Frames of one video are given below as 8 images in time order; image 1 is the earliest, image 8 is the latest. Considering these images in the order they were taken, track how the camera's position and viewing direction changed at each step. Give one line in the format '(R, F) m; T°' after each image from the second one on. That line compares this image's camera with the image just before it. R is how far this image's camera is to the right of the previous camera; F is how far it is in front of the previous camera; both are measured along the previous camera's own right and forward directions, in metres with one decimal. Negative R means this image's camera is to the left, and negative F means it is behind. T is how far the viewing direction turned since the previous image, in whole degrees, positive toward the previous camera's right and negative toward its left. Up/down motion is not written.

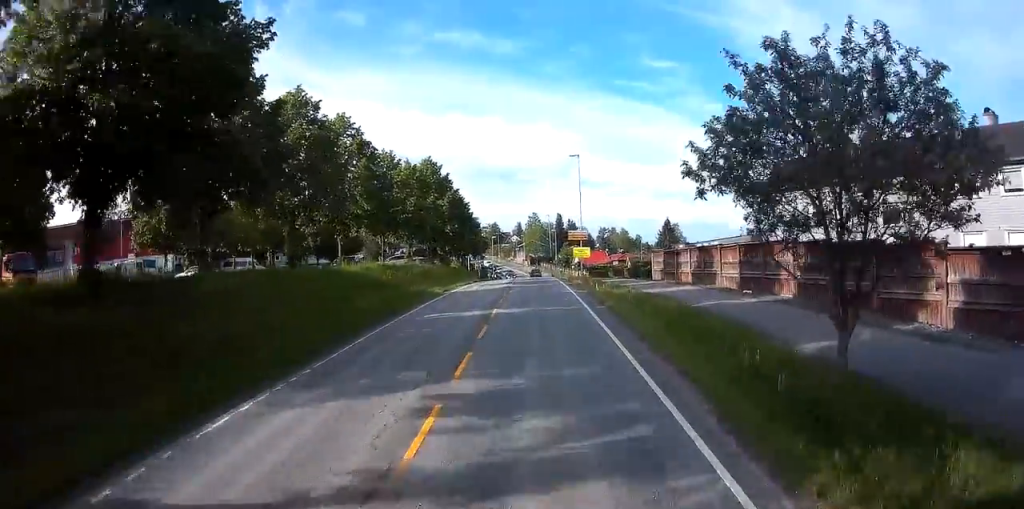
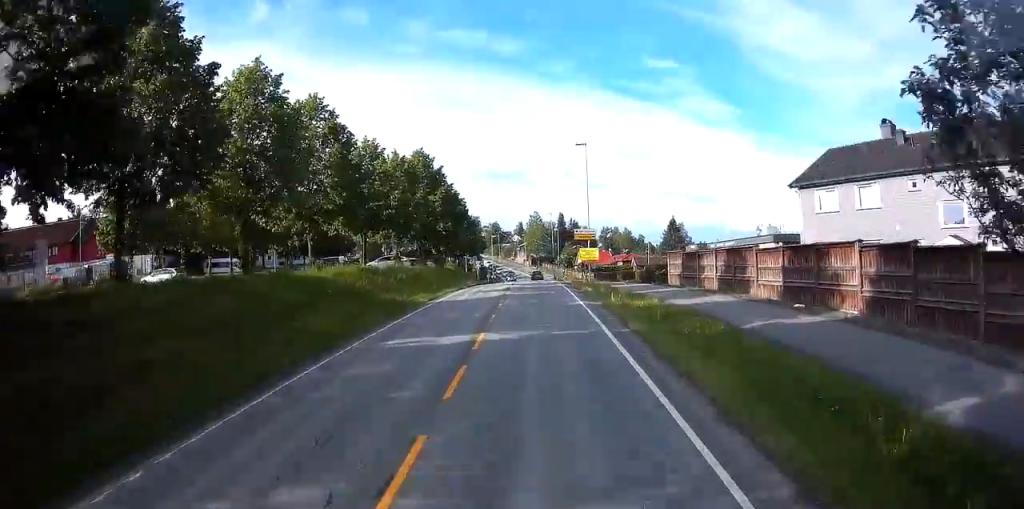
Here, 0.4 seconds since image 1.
(0.0, +5.3) m; 0°
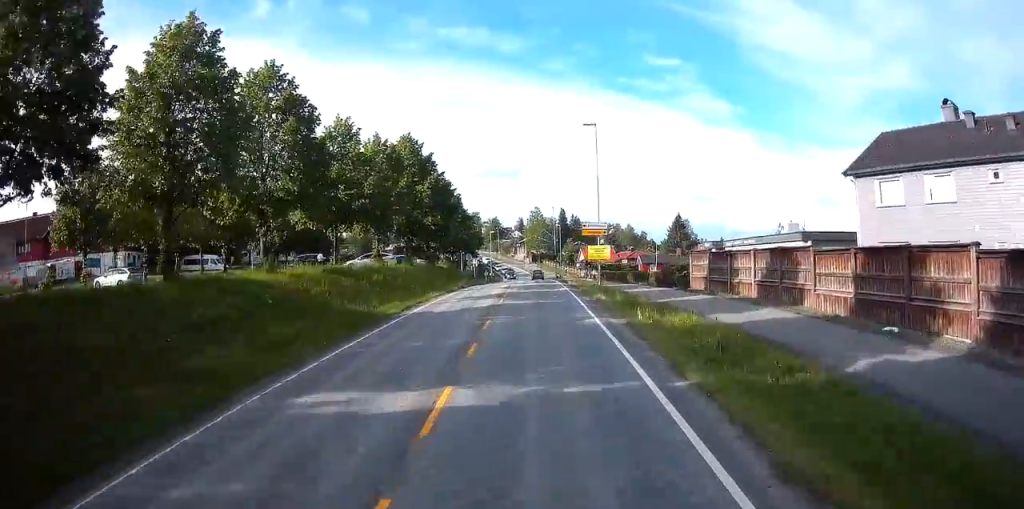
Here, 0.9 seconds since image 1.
(0.0, +6.0) m; 0°
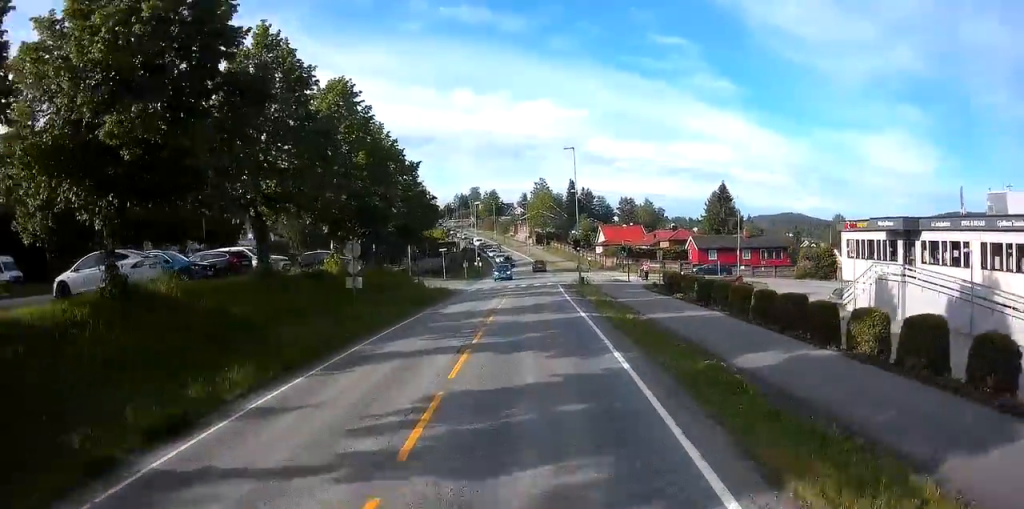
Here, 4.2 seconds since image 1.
(-0.1, +36.1) m; 0°
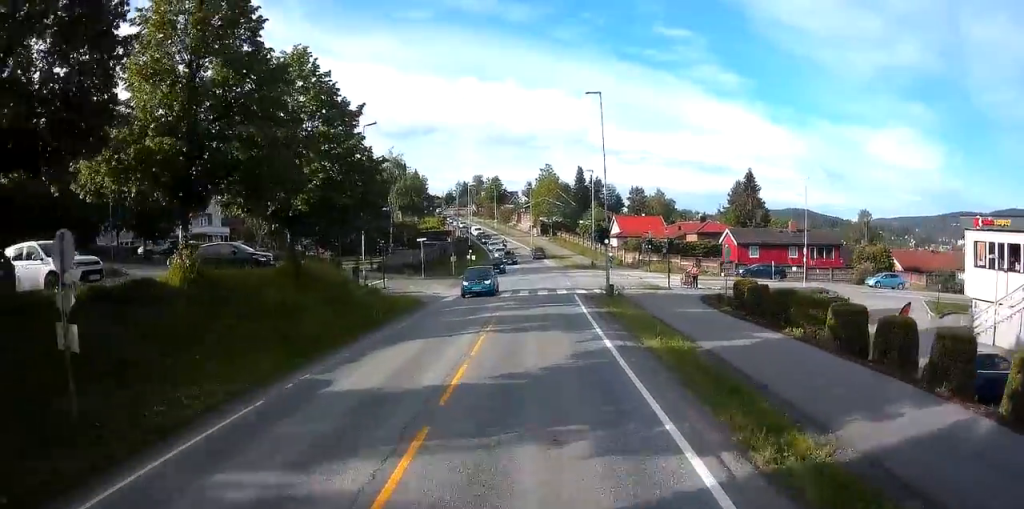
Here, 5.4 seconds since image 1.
(-0.1, +13.5) m; -1°
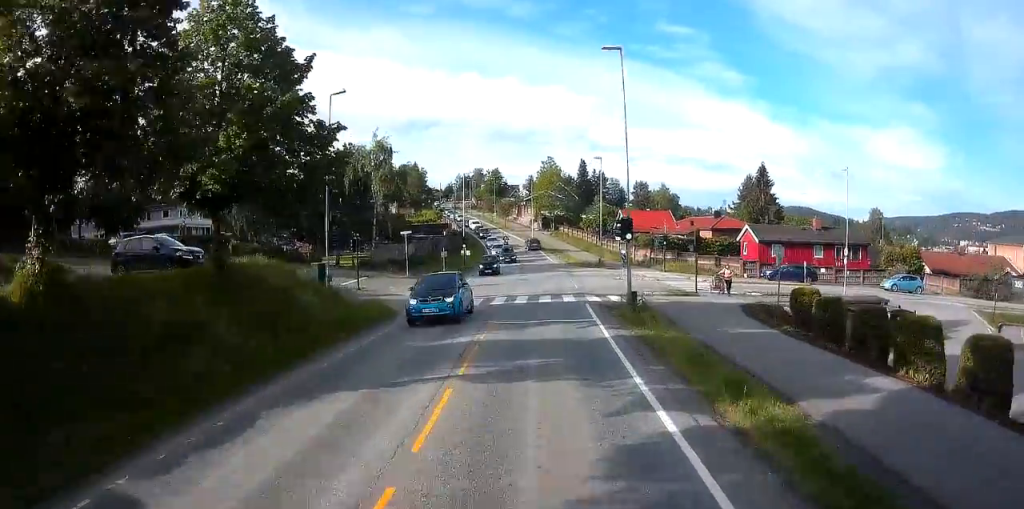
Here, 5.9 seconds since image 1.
(0.0, +5.9) m; 0°
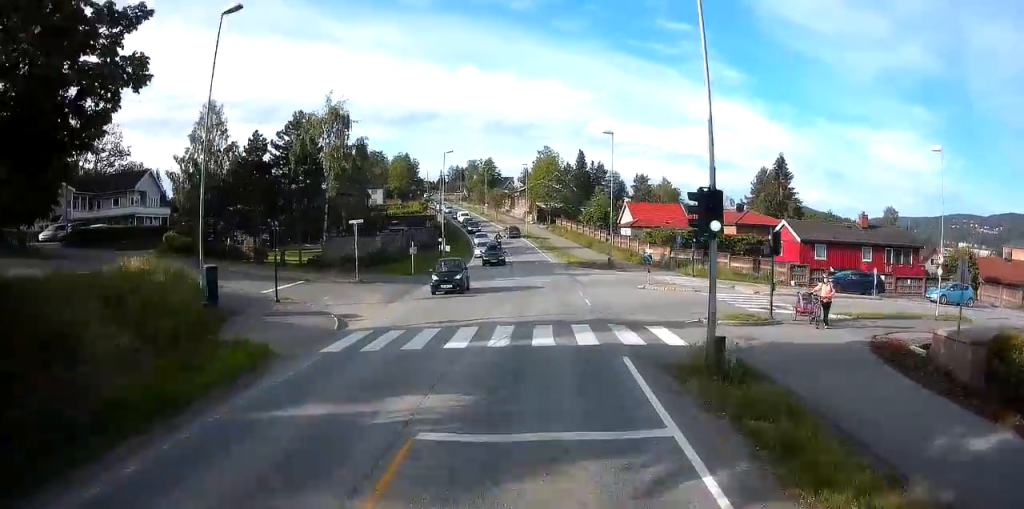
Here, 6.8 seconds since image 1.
(0.0, +10.3) m; 0°
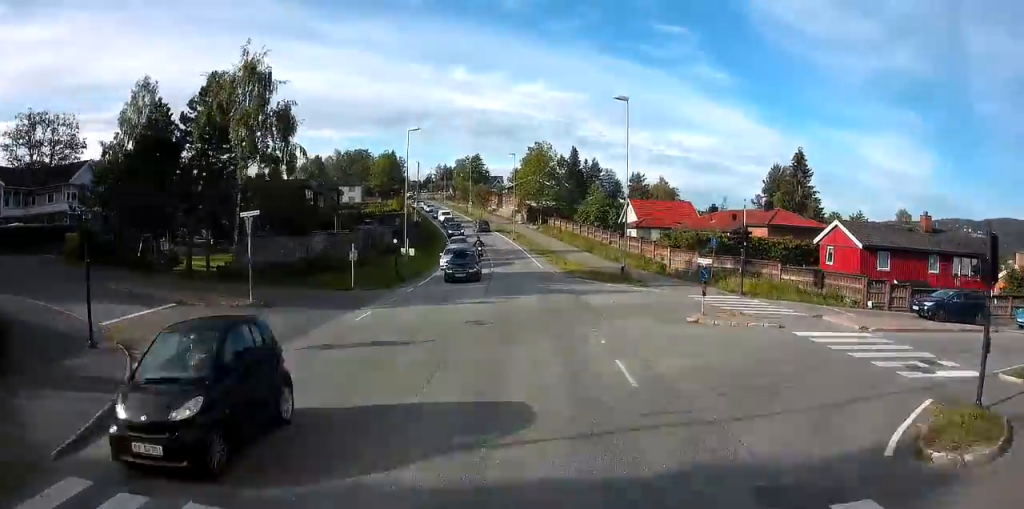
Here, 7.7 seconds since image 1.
(0.0, +10.7) m; 0°
